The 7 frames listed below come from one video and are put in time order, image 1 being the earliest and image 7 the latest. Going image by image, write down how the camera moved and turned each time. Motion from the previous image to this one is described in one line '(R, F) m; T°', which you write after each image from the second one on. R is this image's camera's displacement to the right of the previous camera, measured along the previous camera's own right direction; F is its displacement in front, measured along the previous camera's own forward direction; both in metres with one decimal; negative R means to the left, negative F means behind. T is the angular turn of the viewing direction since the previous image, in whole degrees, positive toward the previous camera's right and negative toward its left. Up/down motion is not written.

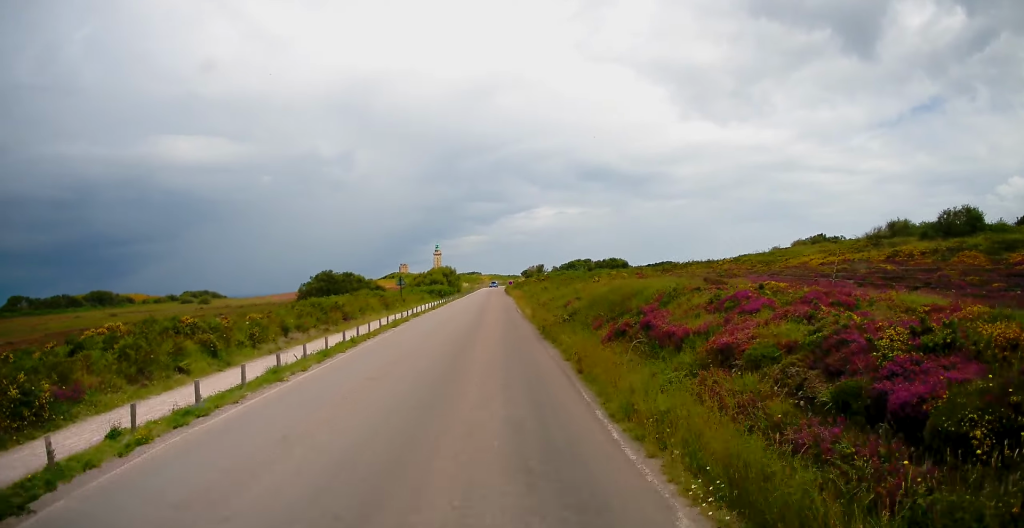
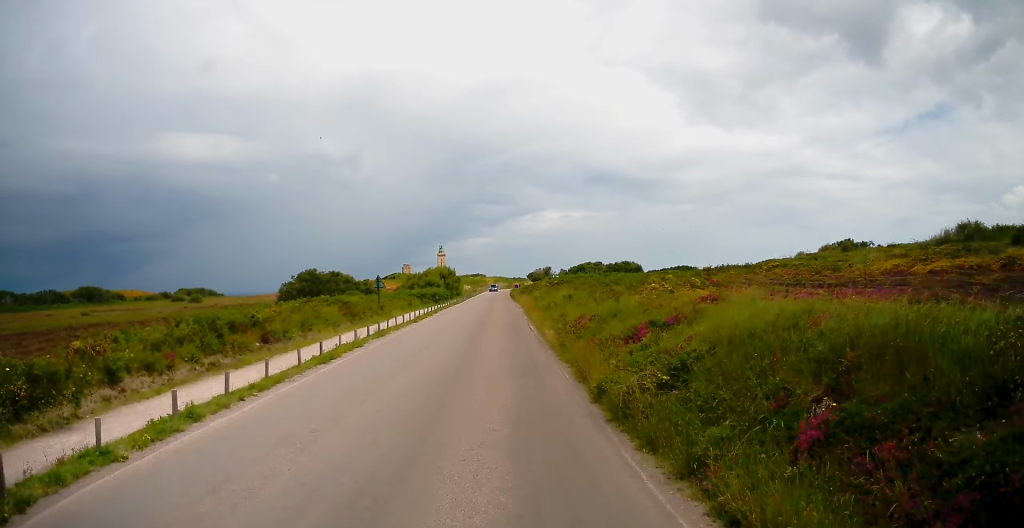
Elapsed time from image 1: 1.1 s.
(0.0, +10.4) m; 0°
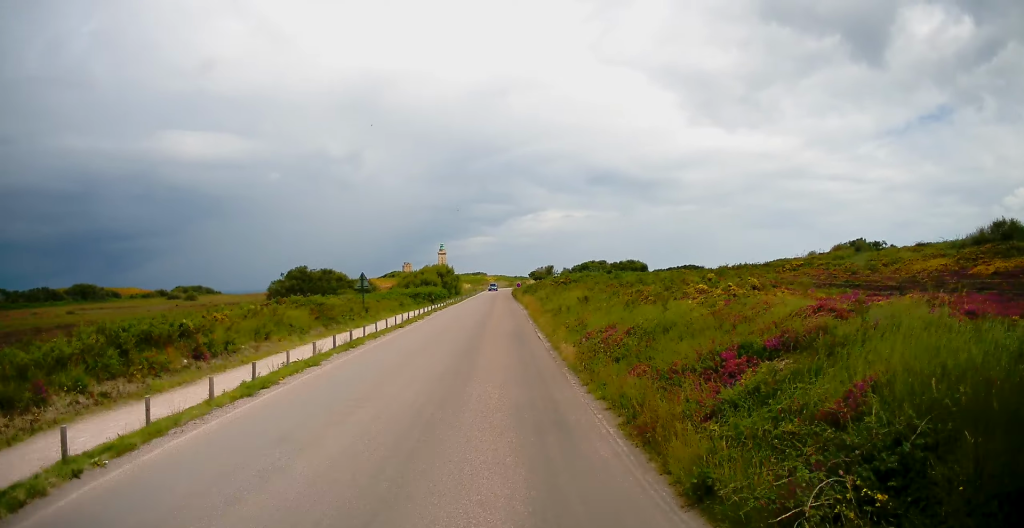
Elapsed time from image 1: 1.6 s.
(0.0, +4.5) m; 0°
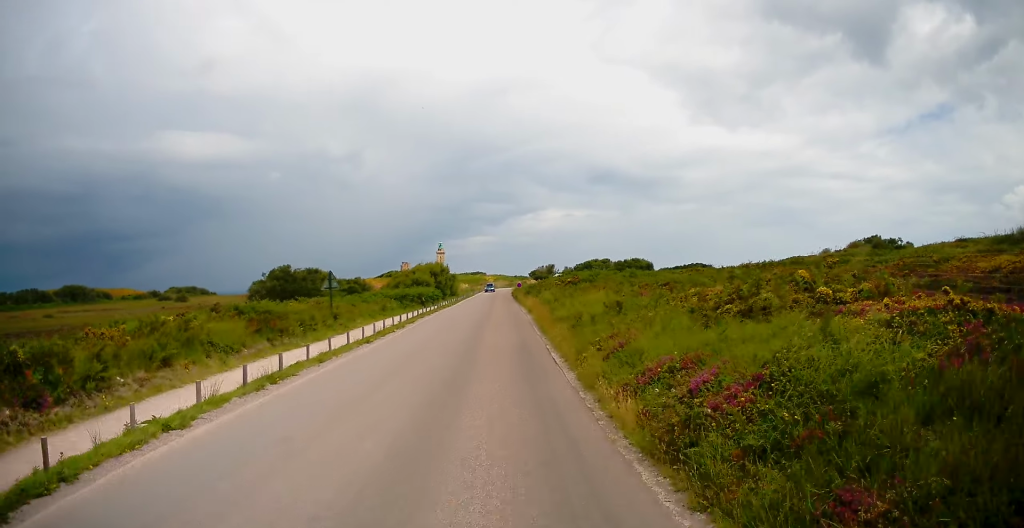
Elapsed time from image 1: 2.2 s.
(0.0, +5.9) m; 0°
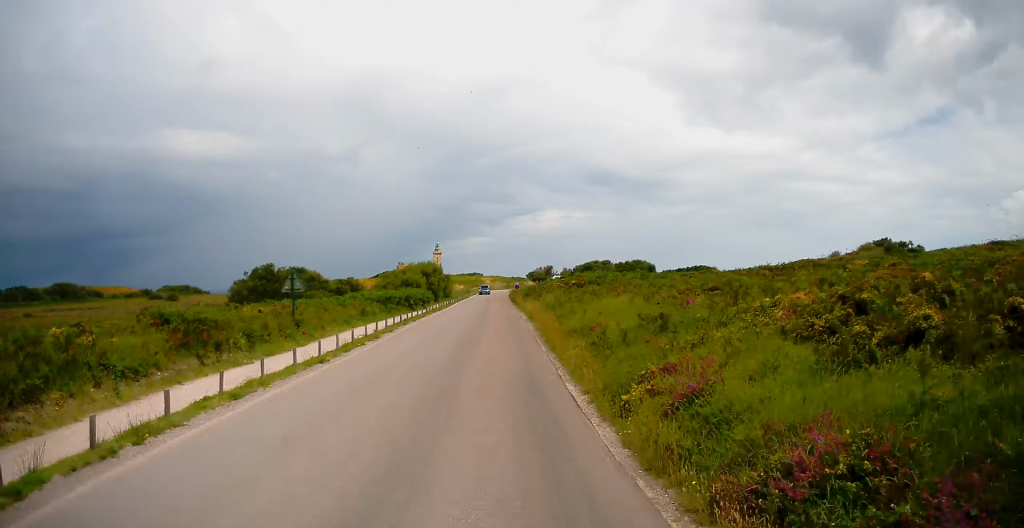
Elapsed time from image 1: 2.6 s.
(0.0, +4.3) m; 0°
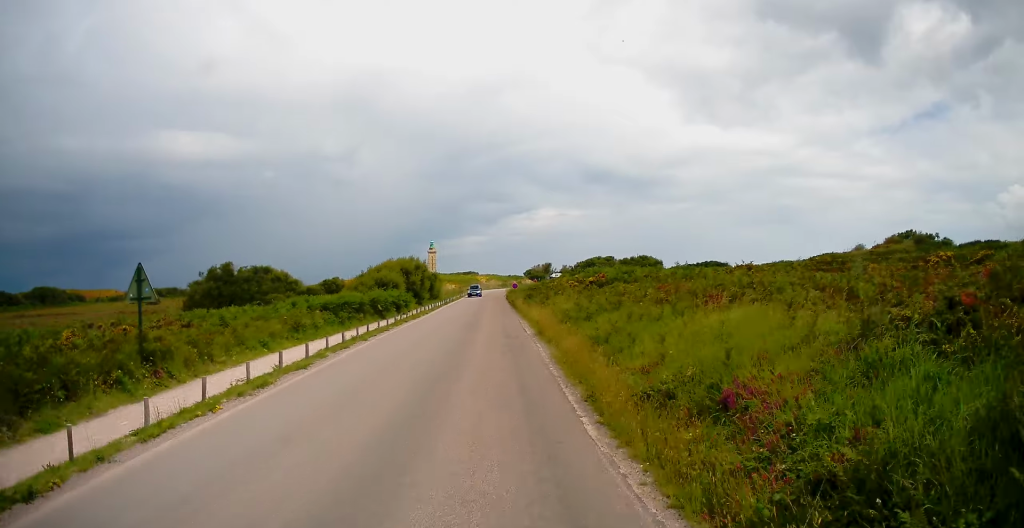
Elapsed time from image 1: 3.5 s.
(0.0, +9.2) m; 0°
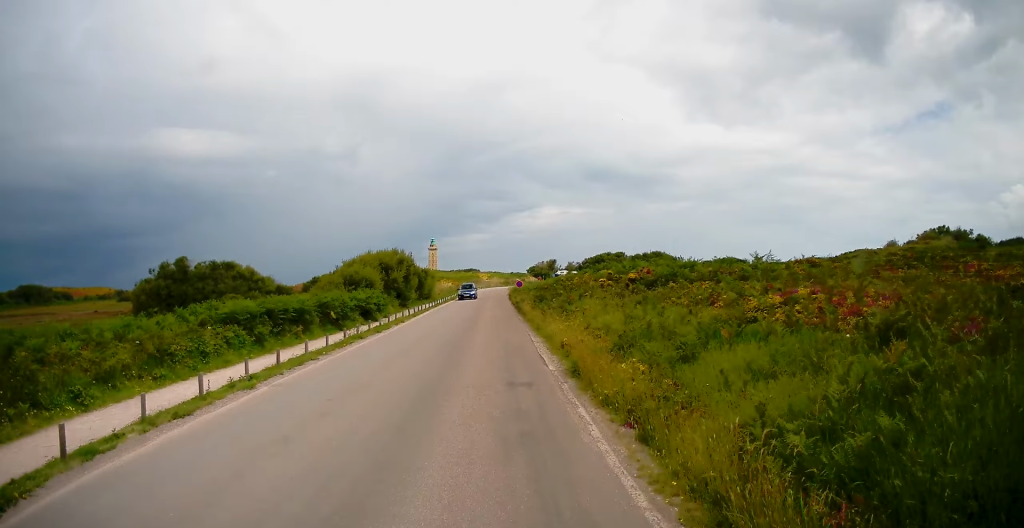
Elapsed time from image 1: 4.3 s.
(0.0, +8.7) m; 0°
